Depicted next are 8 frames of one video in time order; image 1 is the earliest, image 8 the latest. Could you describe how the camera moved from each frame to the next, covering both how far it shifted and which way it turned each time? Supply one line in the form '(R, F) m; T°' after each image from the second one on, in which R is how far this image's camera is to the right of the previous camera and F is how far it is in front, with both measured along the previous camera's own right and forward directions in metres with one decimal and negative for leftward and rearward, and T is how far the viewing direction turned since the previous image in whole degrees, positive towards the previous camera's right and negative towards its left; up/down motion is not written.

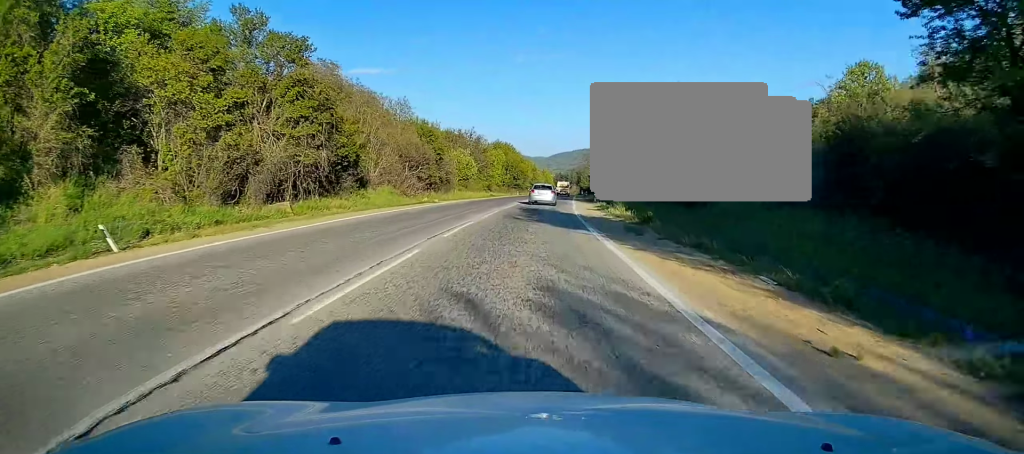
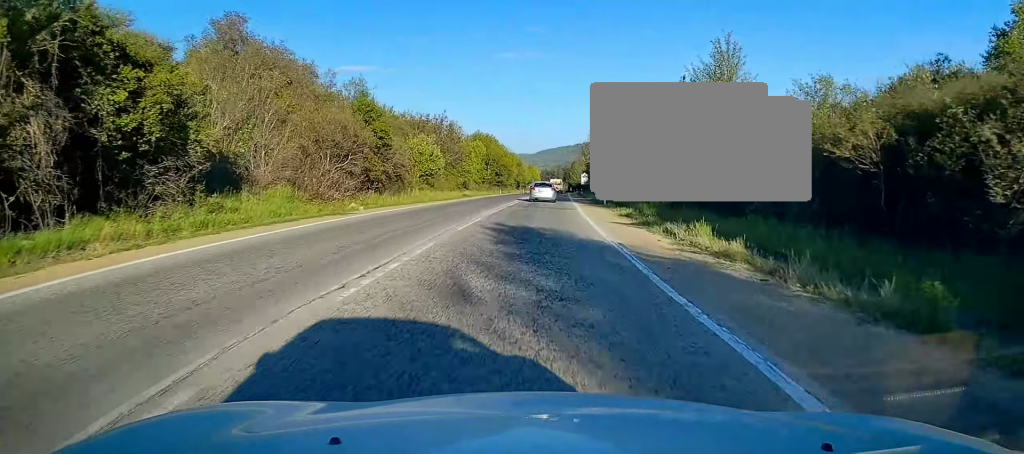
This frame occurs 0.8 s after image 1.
(0.0, +17.0) m; 0°
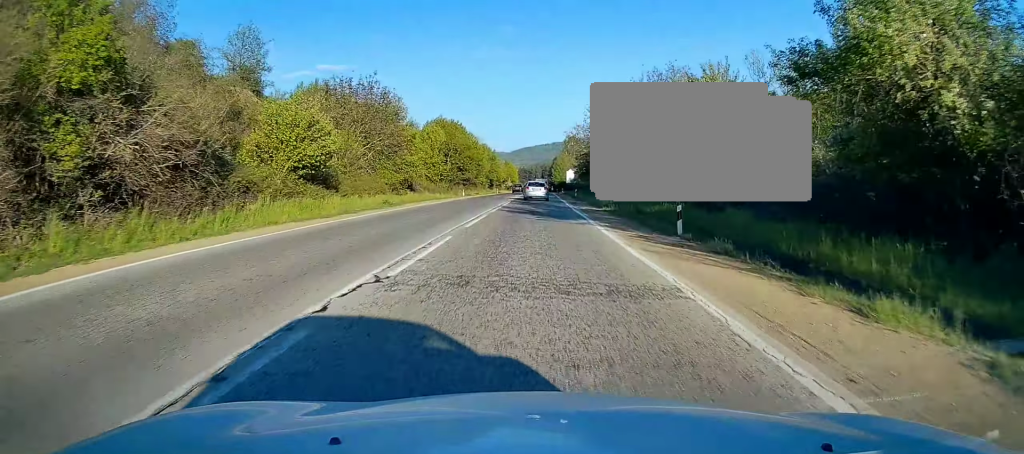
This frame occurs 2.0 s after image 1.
(+0.2, +25.5) m; +2°
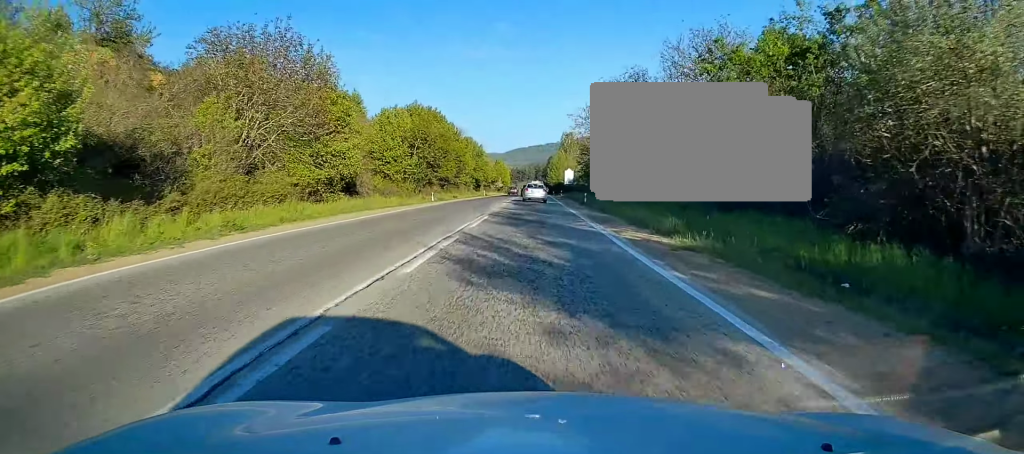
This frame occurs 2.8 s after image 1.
(+0.4, +17.7) m; +2°
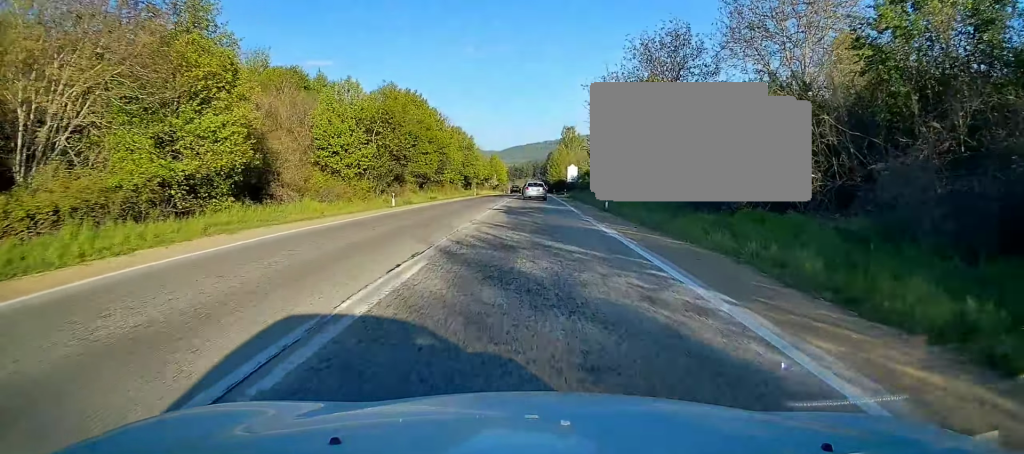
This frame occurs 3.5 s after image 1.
(+0.2, +14.2) m; 0°
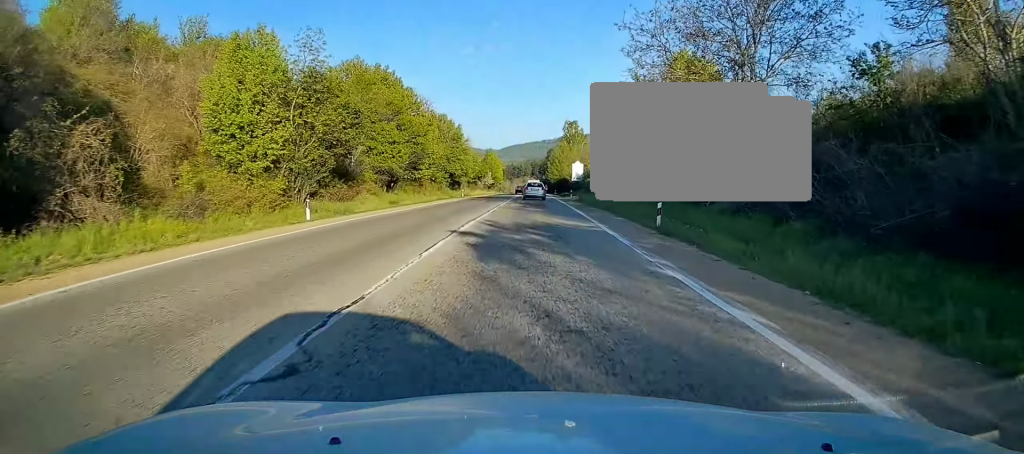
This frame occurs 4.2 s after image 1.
(0.0, +14.1) m; 0°
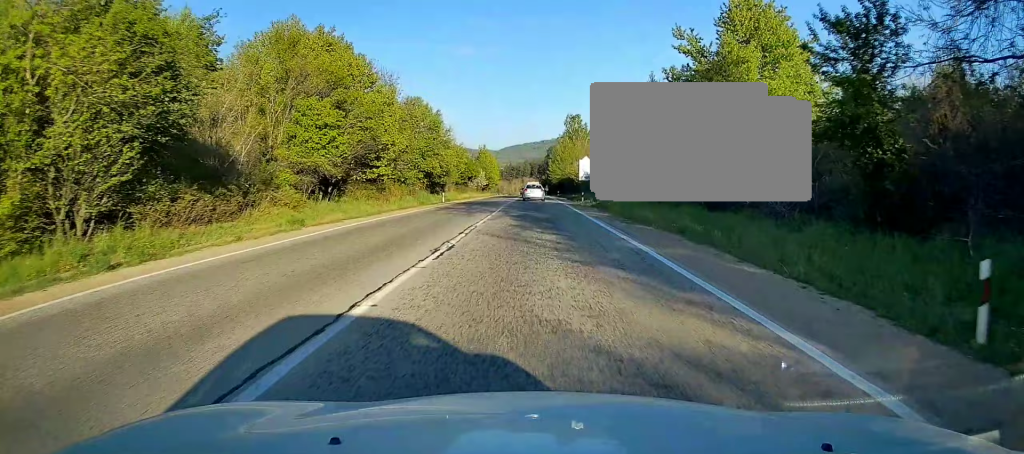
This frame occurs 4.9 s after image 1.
(-0.2, +15.5) m; 0°
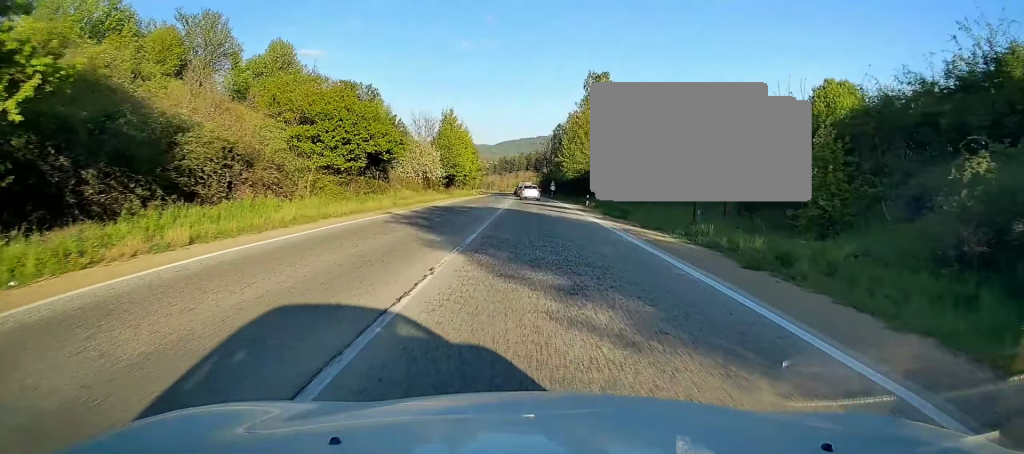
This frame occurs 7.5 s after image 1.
(+0.8, +54.5) m; +1°
